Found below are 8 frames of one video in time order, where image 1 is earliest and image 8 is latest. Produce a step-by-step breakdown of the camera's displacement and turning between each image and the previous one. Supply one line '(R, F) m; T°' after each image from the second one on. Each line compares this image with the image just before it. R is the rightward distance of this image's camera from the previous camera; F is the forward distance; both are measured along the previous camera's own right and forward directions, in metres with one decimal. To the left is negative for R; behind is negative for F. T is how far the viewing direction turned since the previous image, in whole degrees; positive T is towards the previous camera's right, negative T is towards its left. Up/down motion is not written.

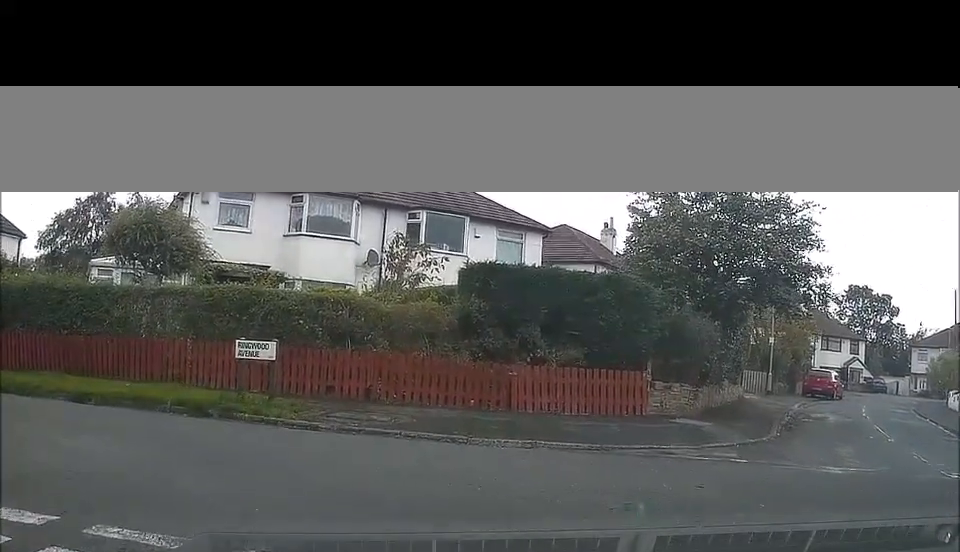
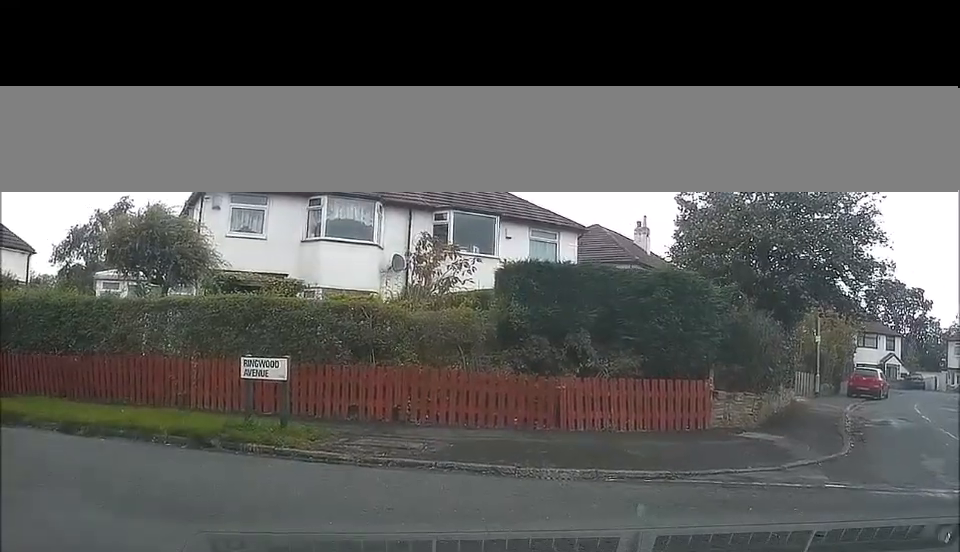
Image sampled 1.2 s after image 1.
(-0.1, +3.1) m; -3°
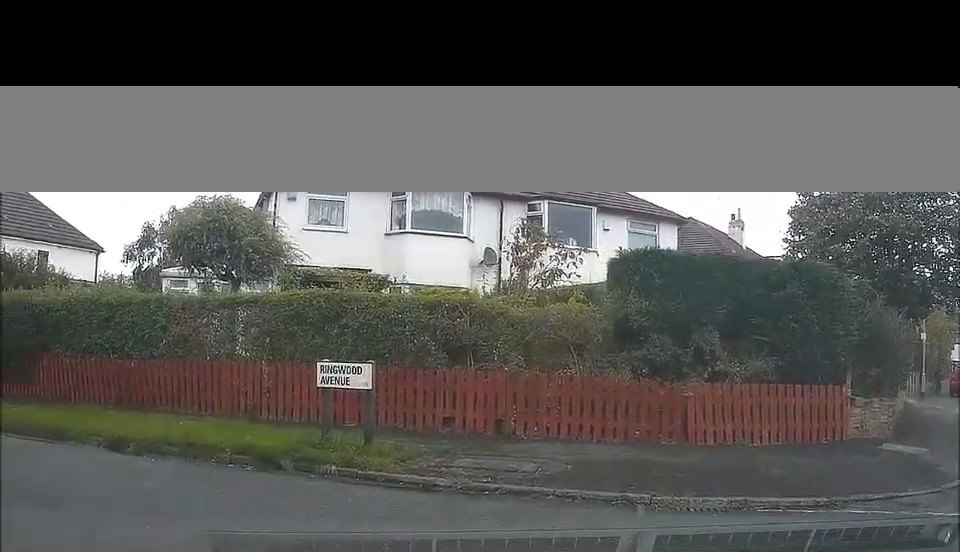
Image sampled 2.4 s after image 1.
(-0.1, +2.8) m; -11°
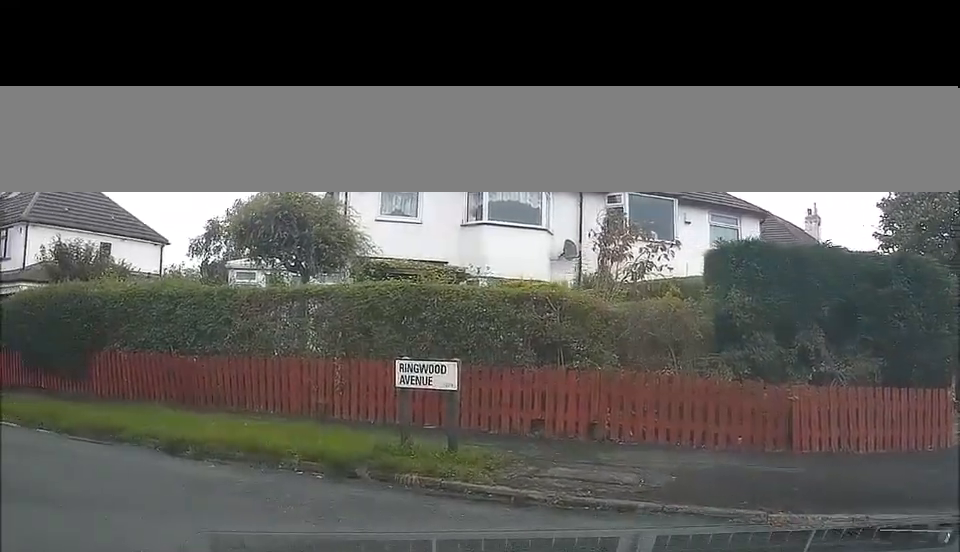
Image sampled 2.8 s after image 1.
(0.0, +1.0) m; -7°
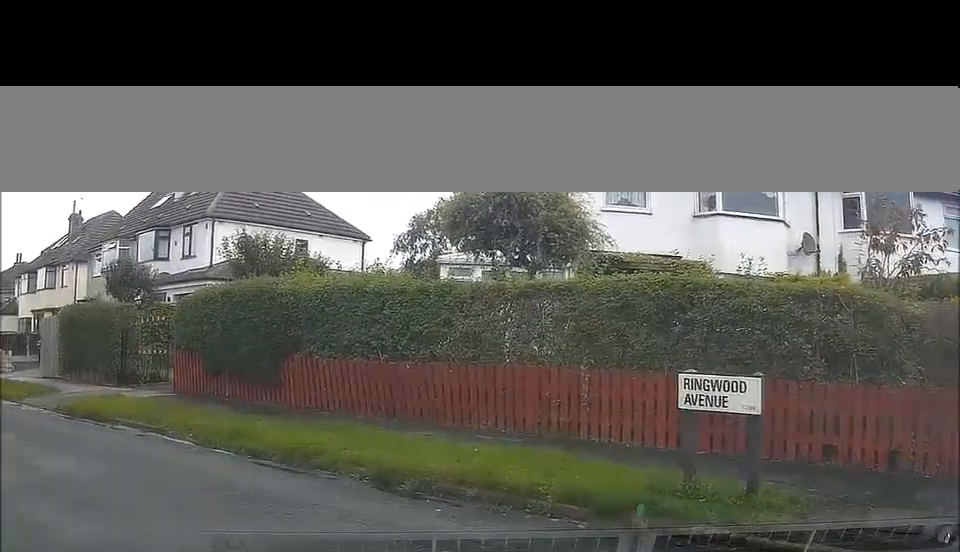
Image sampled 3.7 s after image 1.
(-0.3, +2.3) m; -13°
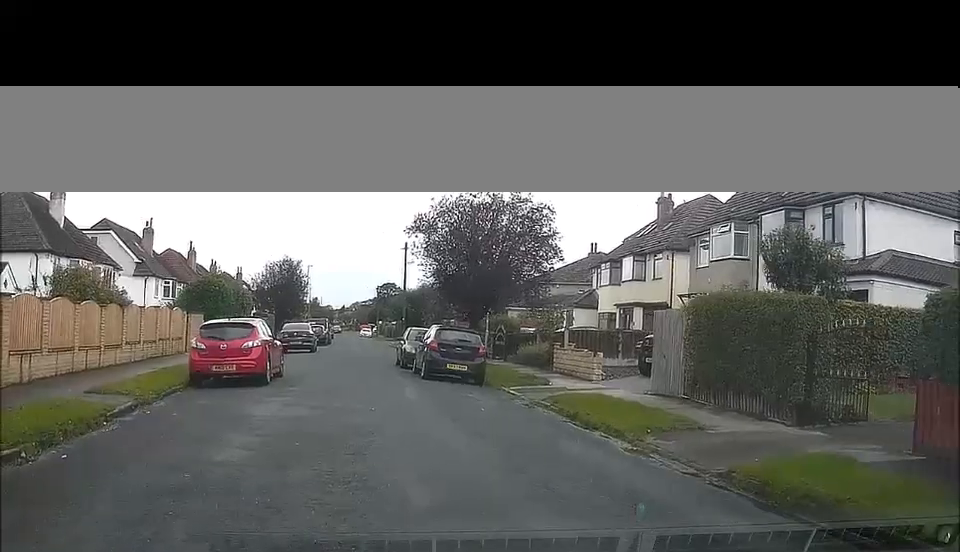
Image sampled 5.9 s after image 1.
(-1.9, +7.5) m; -27°
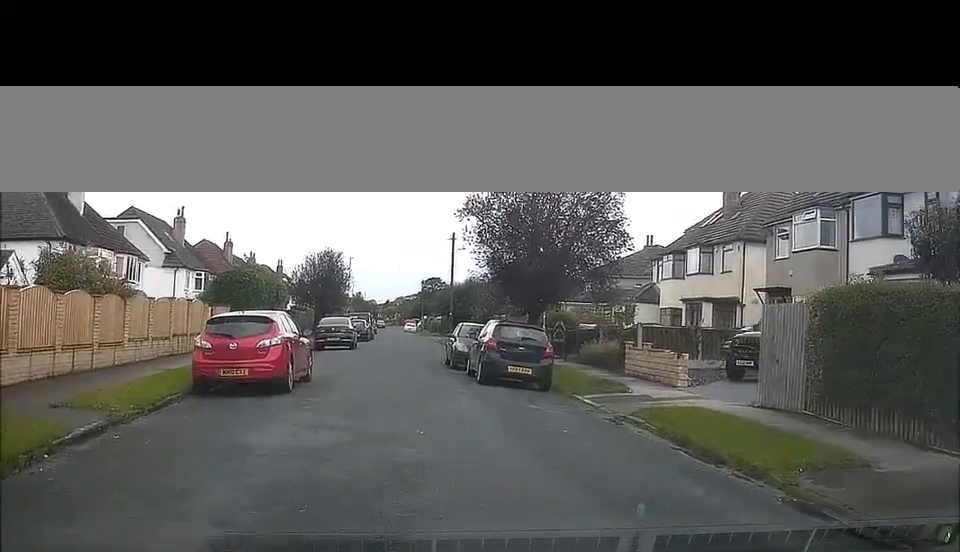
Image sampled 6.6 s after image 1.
(-0.3, +3.5) m; -5°
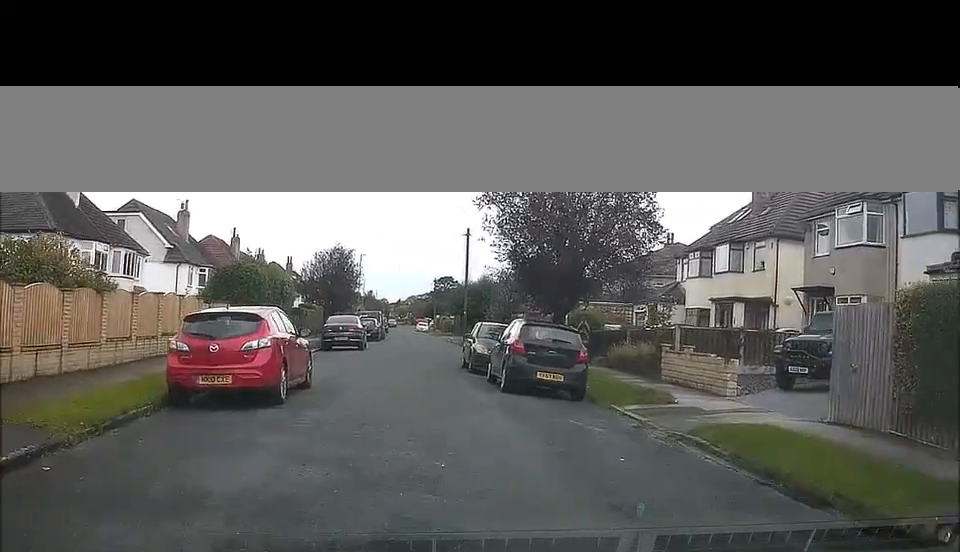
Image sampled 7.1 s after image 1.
(-0.1, +2.2) m; -2°
